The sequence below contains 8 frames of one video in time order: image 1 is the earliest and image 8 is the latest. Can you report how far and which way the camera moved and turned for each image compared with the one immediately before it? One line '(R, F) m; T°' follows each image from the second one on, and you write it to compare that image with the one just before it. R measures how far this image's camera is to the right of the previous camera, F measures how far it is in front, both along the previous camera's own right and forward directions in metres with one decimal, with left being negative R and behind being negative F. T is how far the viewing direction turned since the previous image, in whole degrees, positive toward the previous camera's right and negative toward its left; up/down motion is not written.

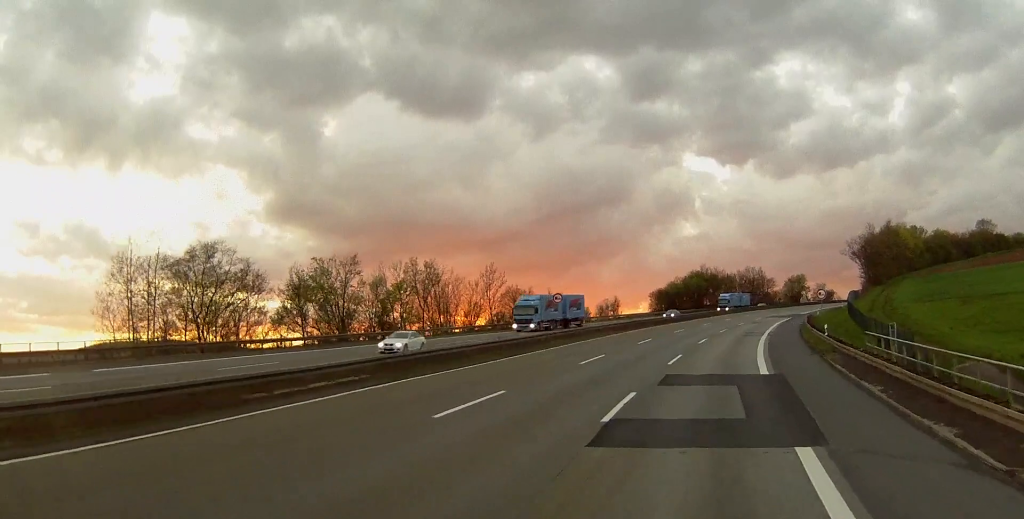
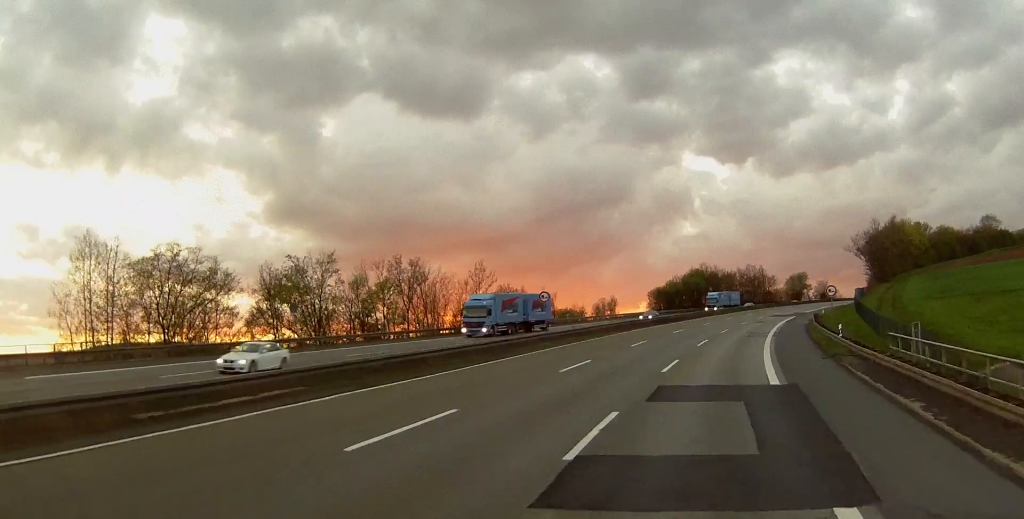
(-0.1, +5.0) m; 0°
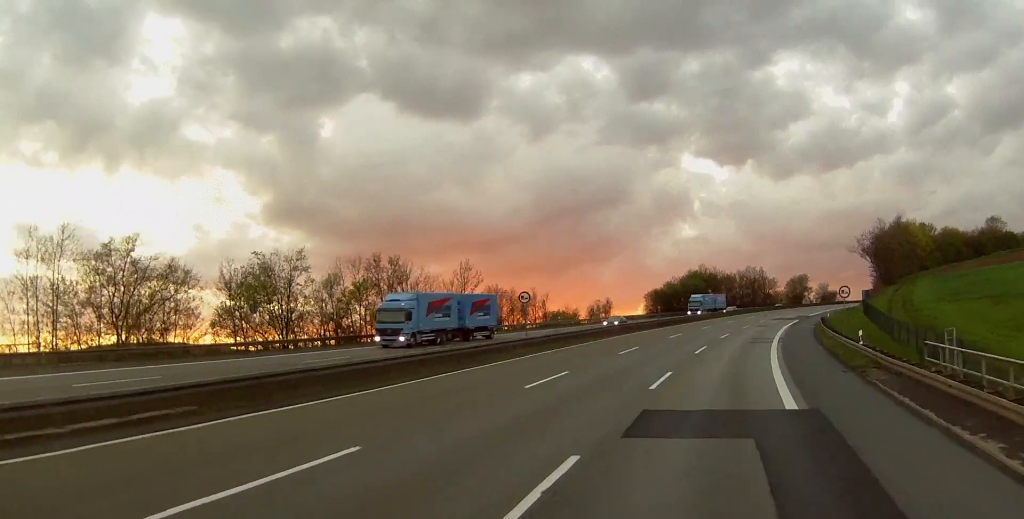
(0.0, +5.8) m; 0°
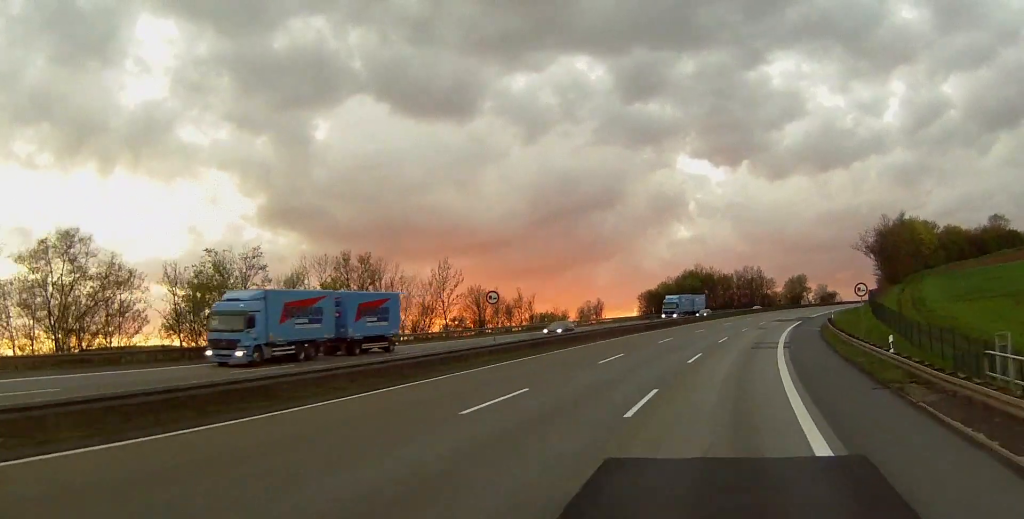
(0.0, +6.6) m; +2°
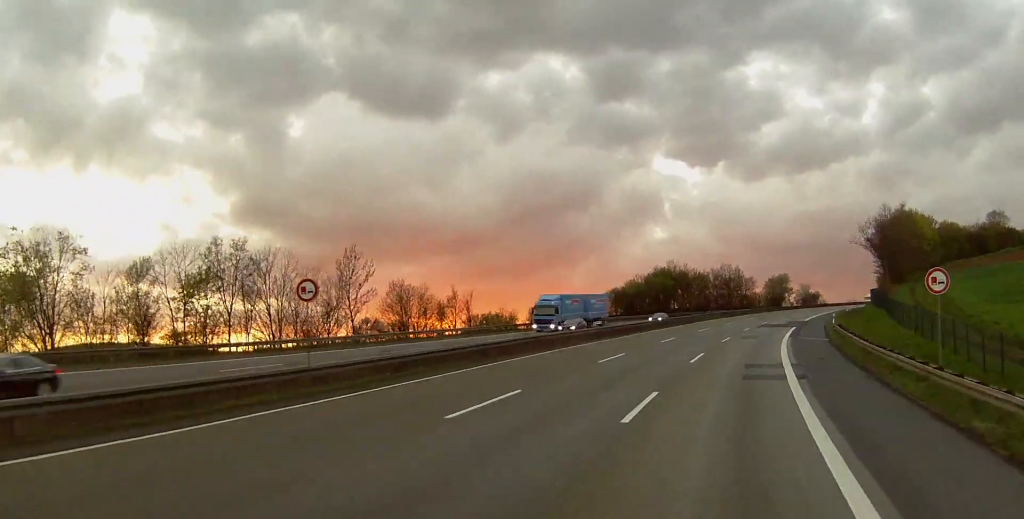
(+0.7, +18.6) m; +2°
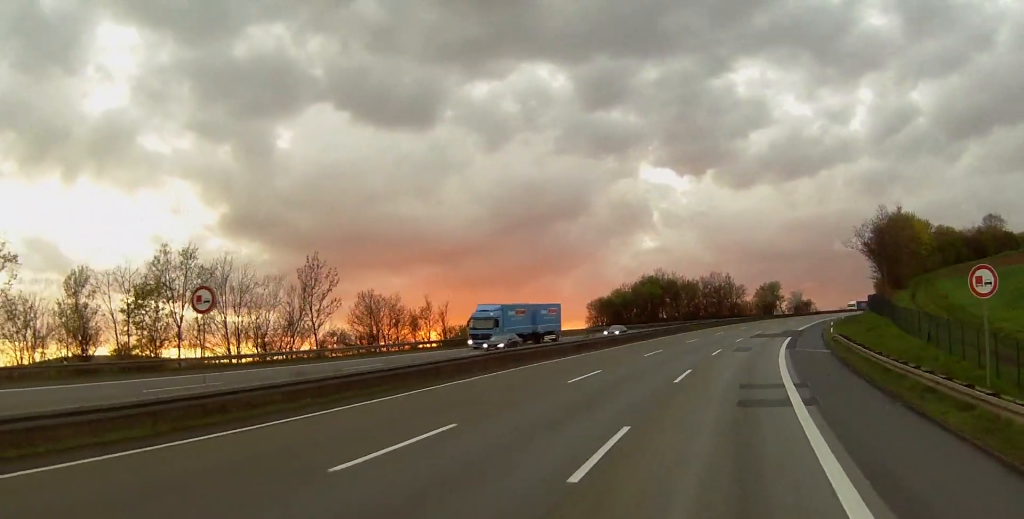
(-0.2, +5.3) m; 0°
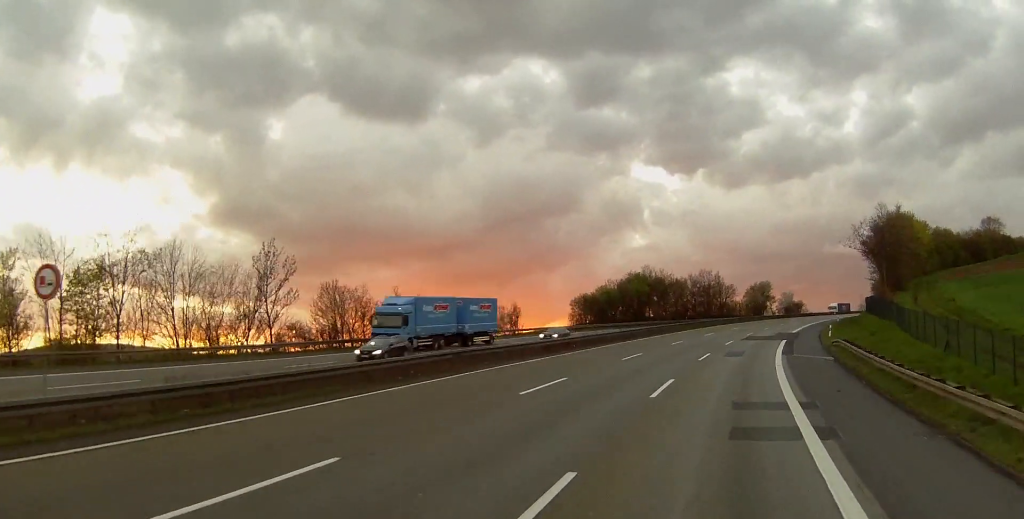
(-0.2, +5.7) m; +1°
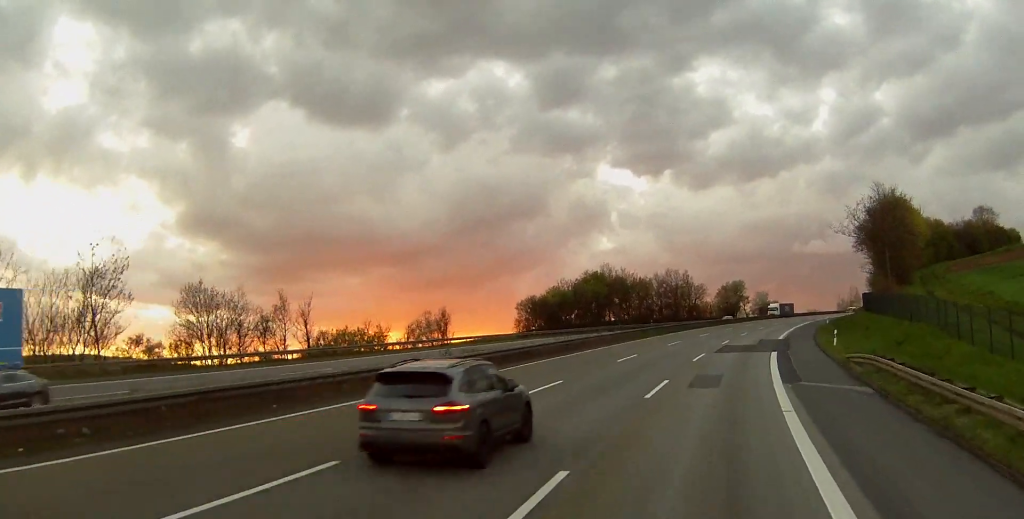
(+0.5, +17.3) m; +1°
